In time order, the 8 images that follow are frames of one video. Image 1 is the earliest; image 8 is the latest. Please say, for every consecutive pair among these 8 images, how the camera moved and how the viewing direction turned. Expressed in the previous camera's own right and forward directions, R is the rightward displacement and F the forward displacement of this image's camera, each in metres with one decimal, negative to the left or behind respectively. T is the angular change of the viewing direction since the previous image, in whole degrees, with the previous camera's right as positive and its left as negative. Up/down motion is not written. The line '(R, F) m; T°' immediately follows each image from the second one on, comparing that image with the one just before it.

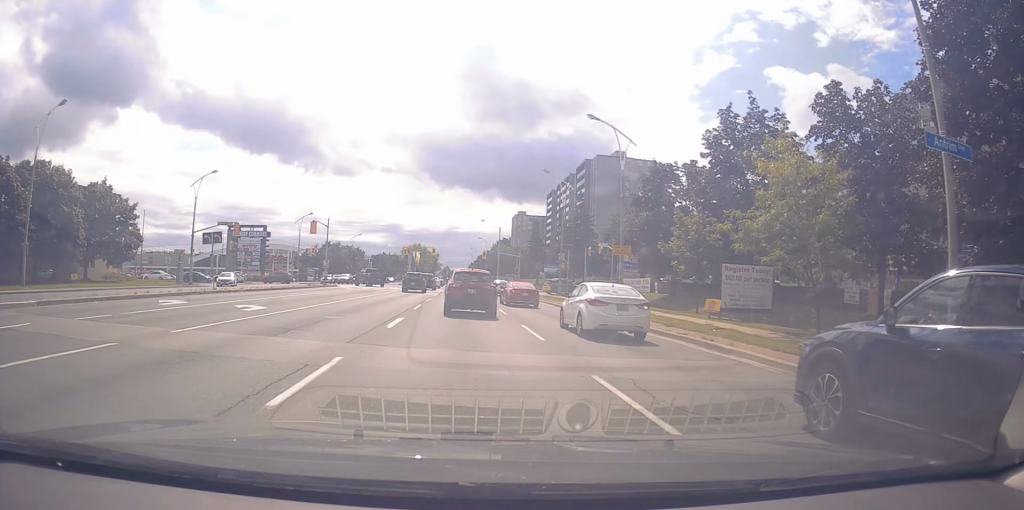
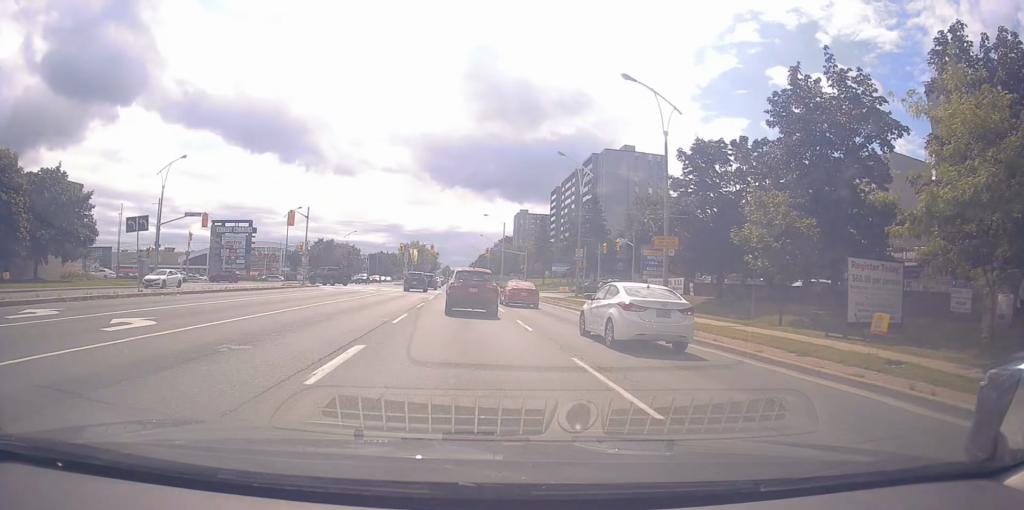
(0.0, +7.8) m; 0°
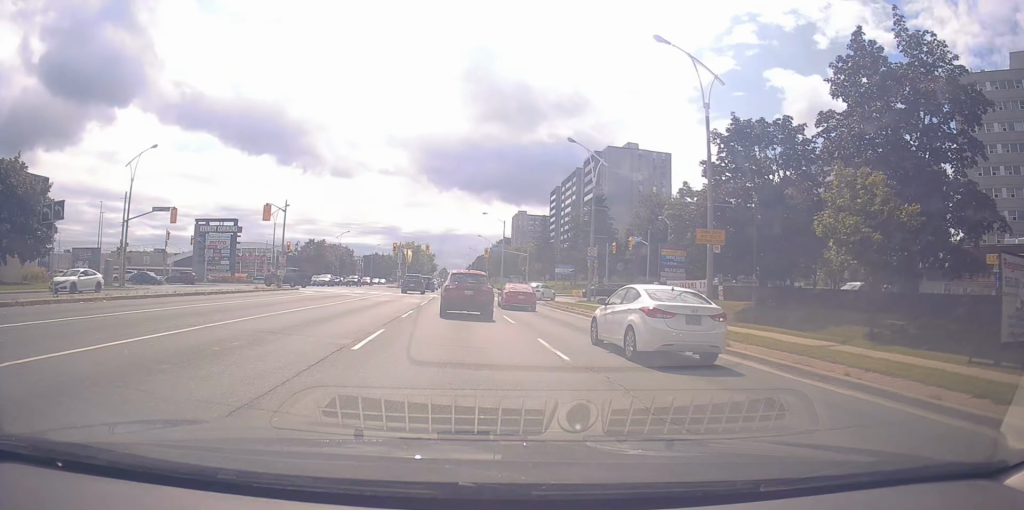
(0.0, +5.5) m; 0°
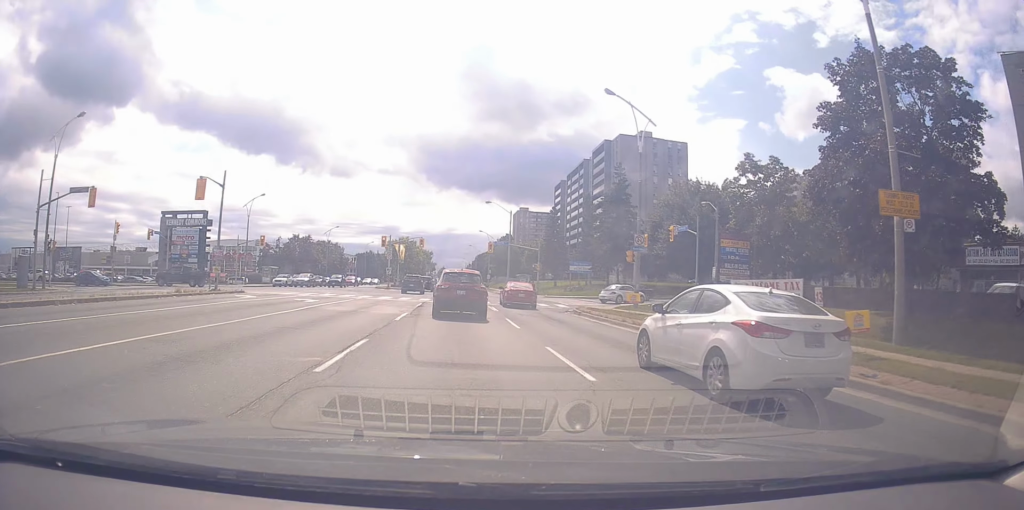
(0.0, +11.1) m; 0°
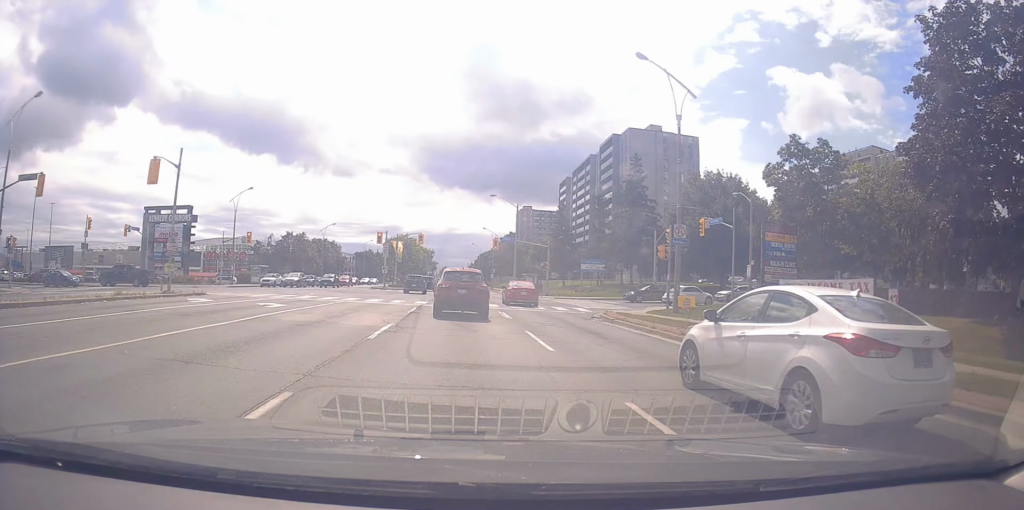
(0.0, +5.4) m; -1°
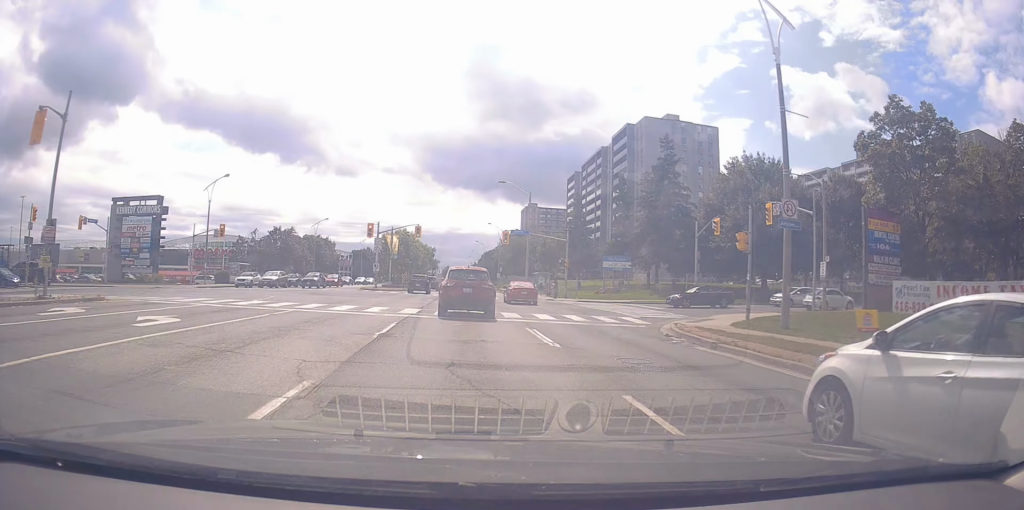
(-0.2, +8.8) m; 0°
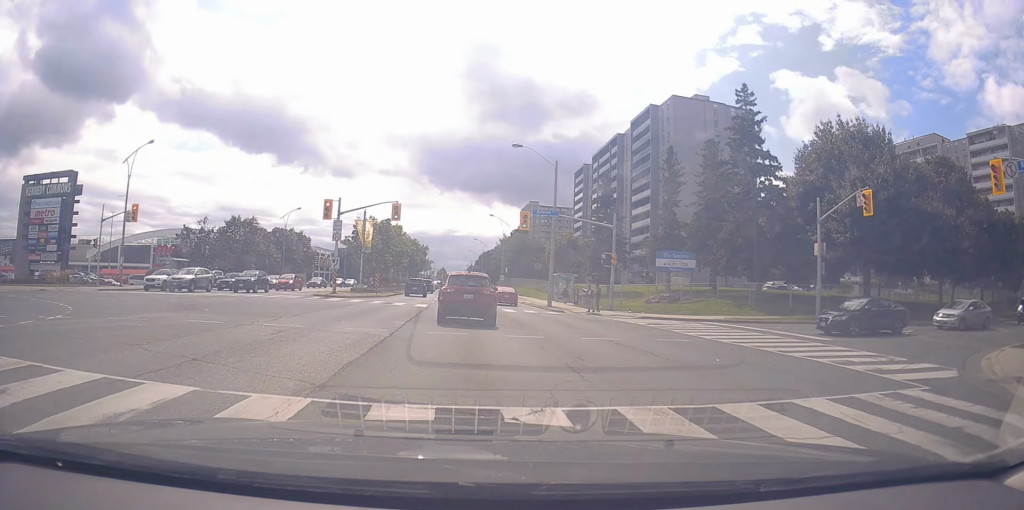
(+0.5, +16.9) m; +2°
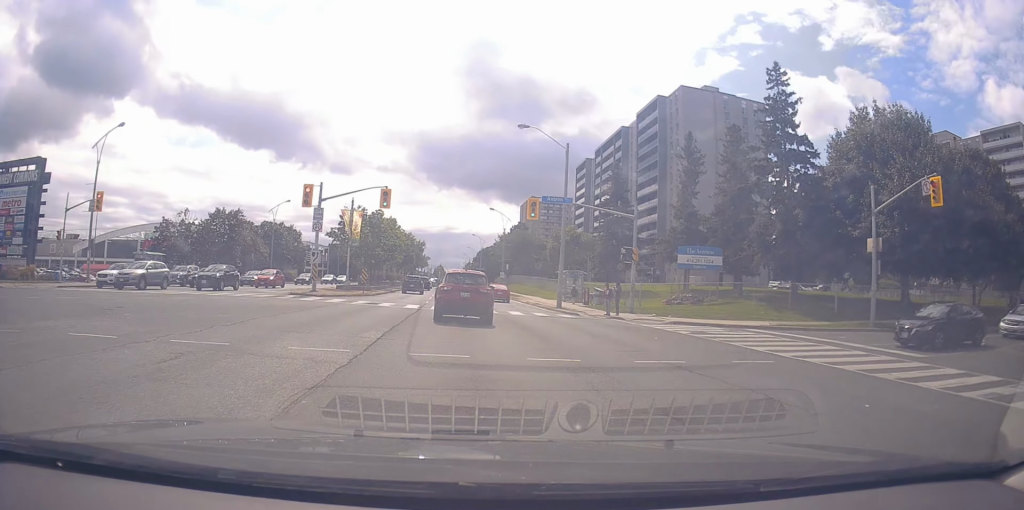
(0.0, +4.7) m; -1°
